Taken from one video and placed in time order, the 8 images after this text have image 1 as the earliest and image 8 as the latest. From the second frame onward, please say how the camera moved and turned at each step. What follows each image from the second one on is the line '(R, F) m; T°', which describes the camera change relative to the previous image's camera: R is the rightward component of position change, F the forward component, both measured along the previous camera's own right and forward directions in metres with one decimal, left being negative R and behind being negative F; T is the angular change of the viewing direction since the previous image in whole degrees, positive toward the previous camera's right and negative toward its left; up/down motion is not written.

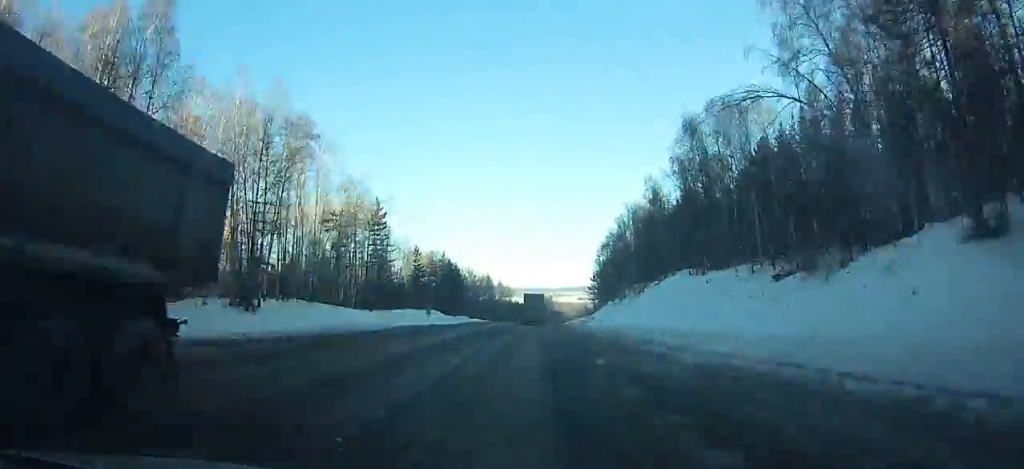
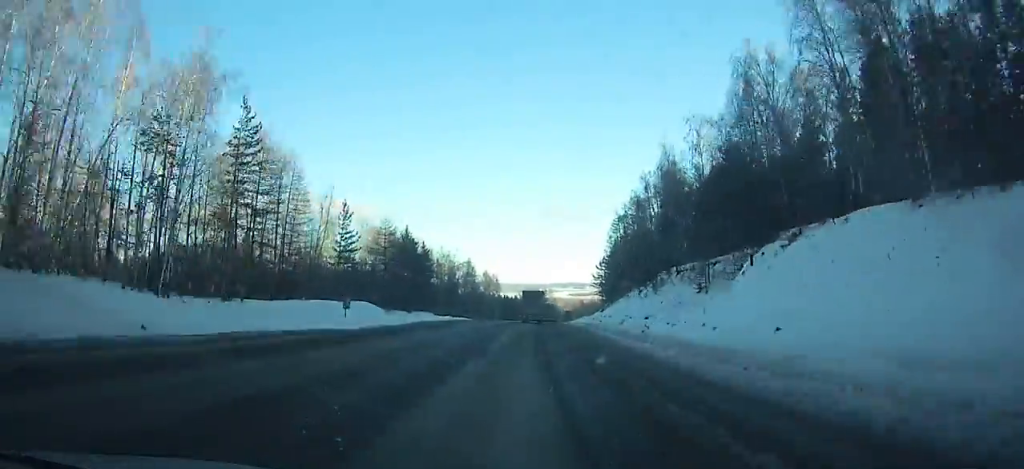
(+0.2, +35.2) m; +1°
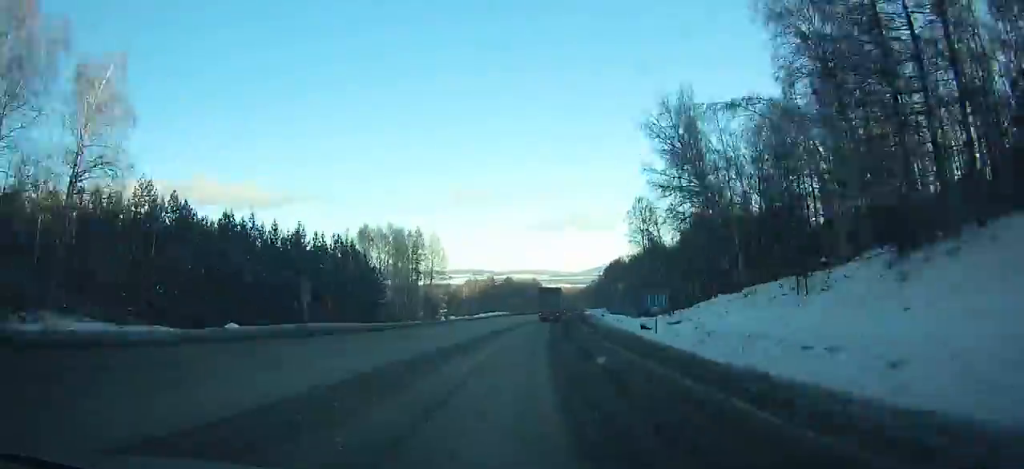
(+11.9, +159.6) m; +10°
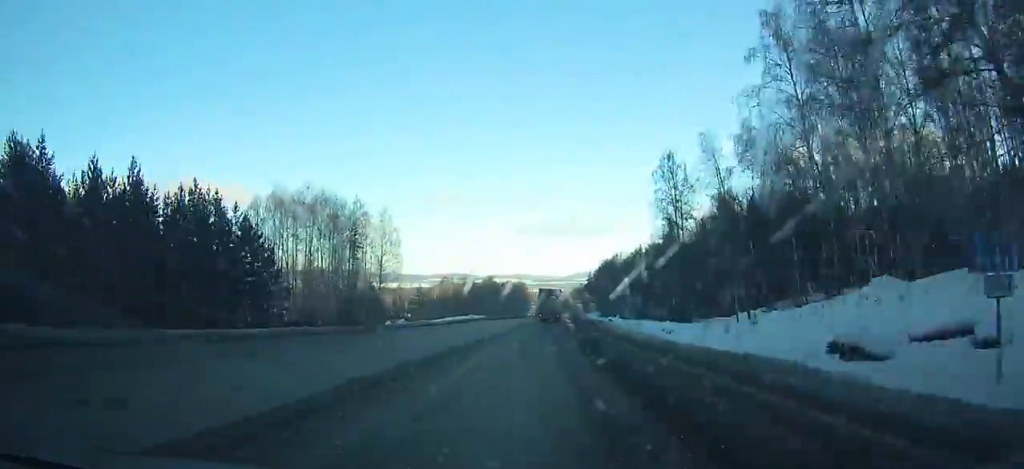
(+0.5, +29.0) m; +2°
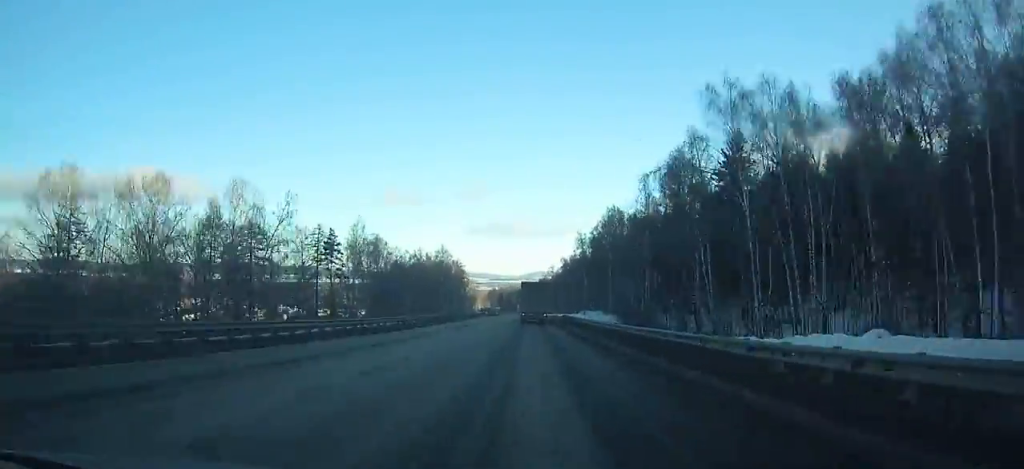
(+4.6, +132.2) m; +3°
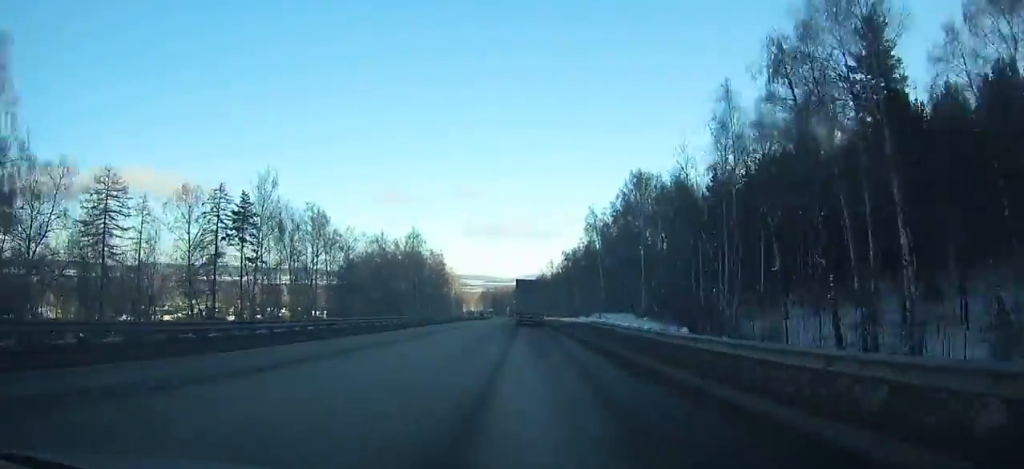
(+0.1, +34.4) m; 0°
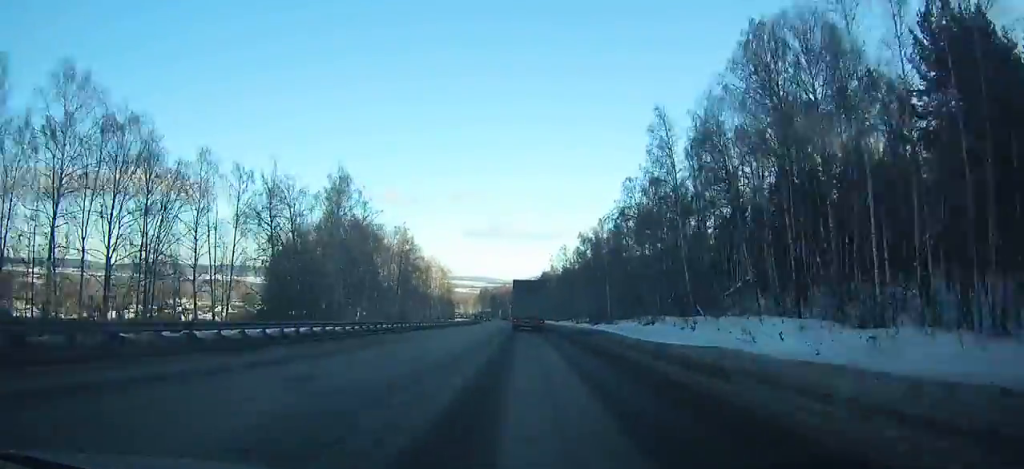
(+0.2, +50.2) m; 0°
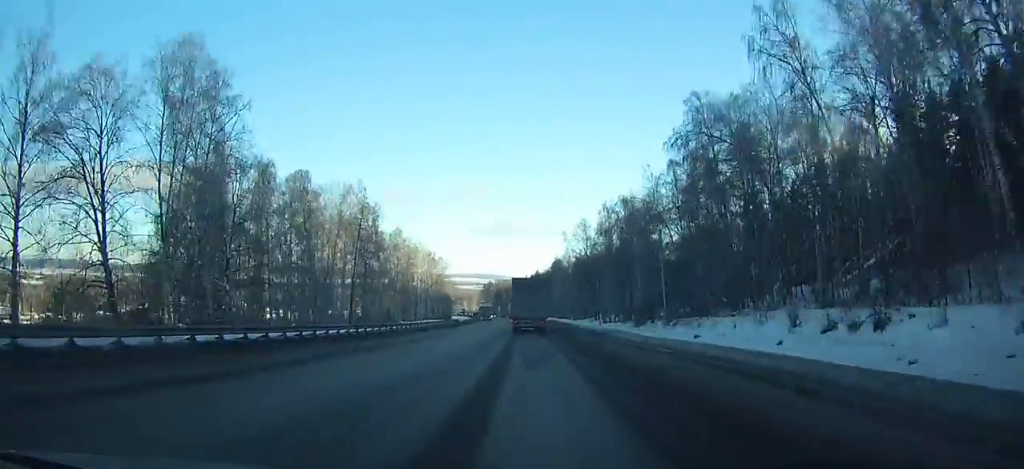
(-0.1, +35.8) m; 0°
